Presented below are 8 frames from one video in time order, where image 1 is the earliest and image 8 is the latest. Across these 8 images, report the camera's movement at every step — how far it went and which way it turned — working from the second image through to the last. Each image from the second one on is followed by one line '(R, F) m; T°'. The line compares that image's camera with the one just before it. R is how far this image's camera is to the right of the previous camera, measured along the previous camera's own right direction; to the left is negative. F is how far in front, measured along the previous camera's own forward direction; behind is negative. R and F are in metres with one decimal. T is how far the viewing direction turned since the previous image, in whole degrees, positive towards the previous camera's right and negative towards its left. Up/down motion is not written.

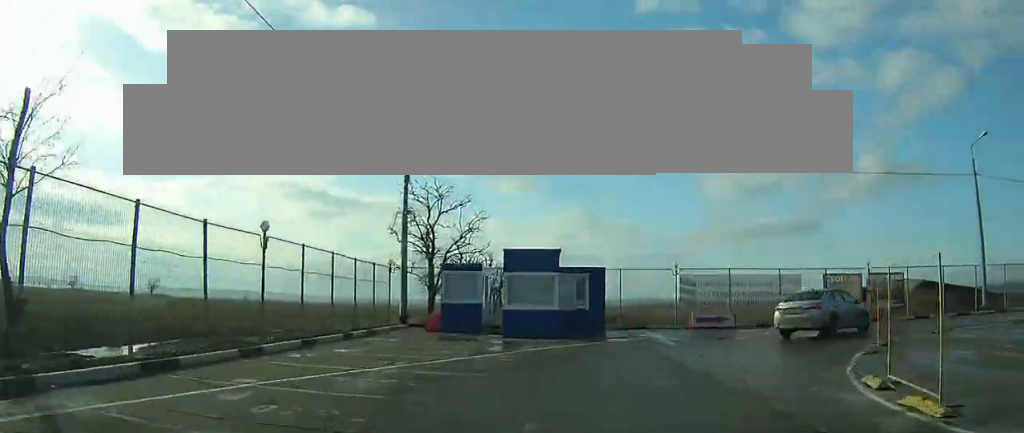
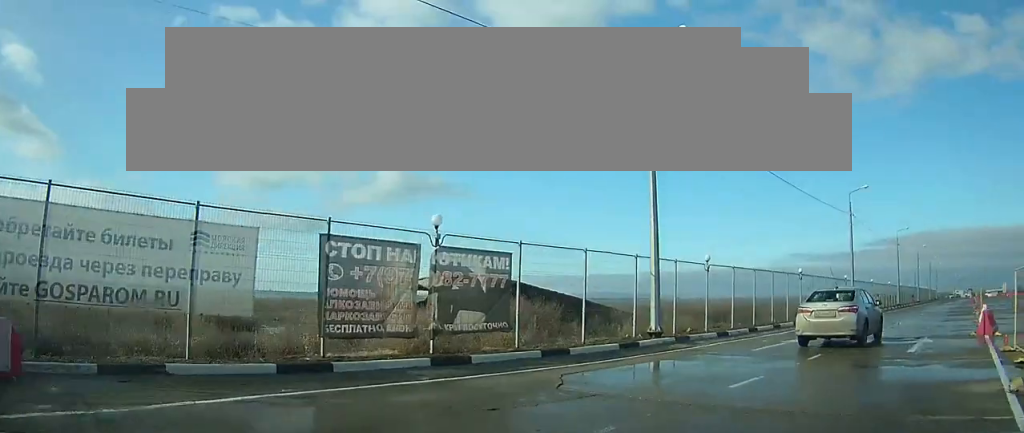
(+9.5, +12.6) m; +61°
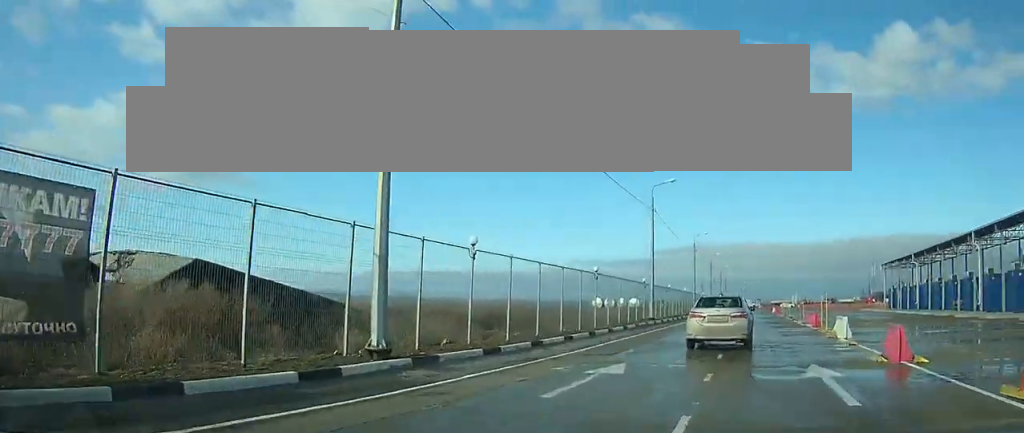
(+0.1, +8.8) m; +3°
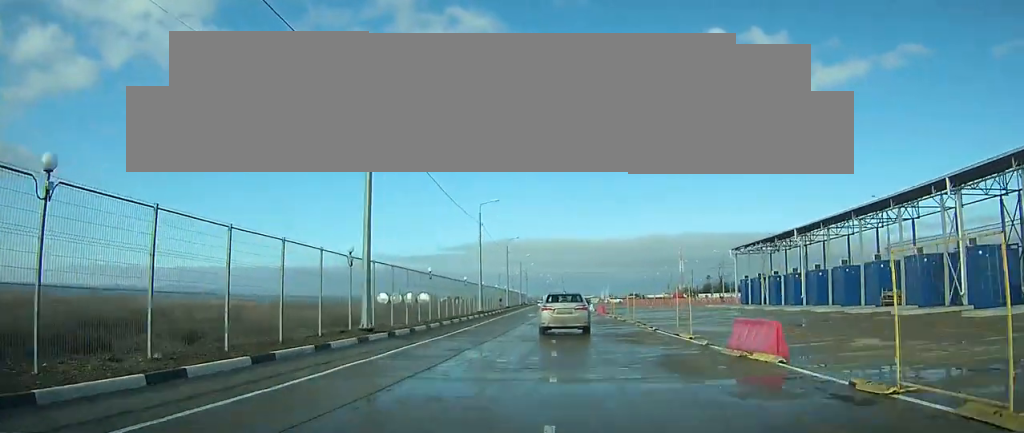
(+2.0, +23.8) m; +9°
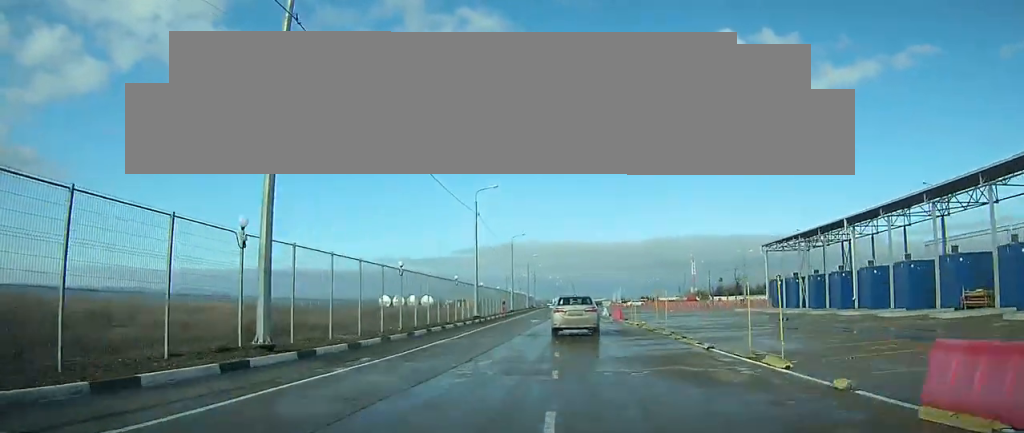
(+0.1, +7.7) m; +1°
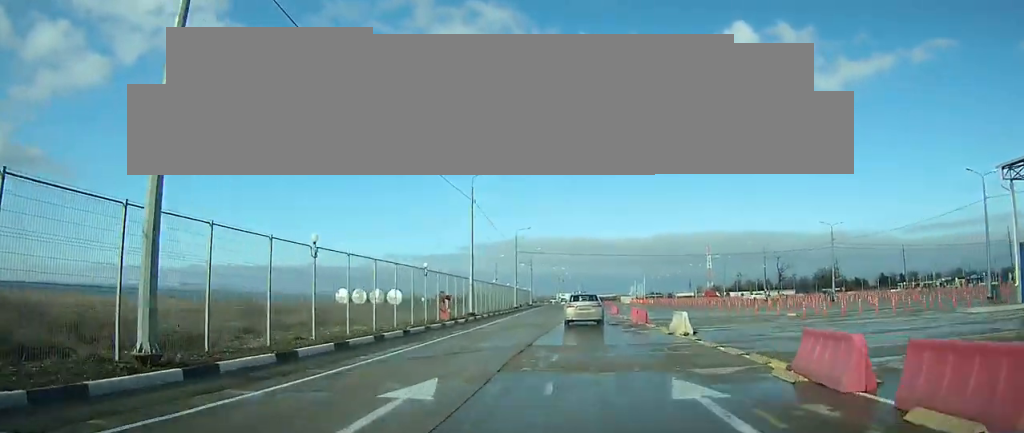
(+0.4, +35.0) m; +1°
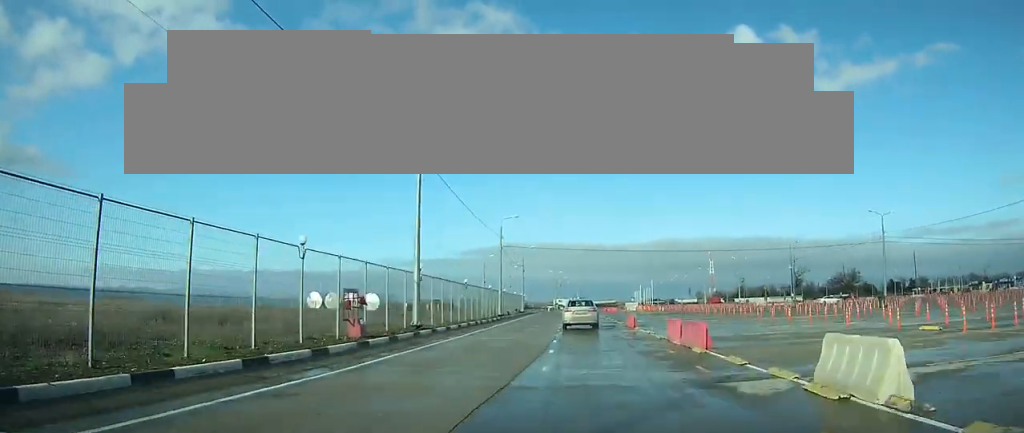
(0.0, +13.8) m; 0°
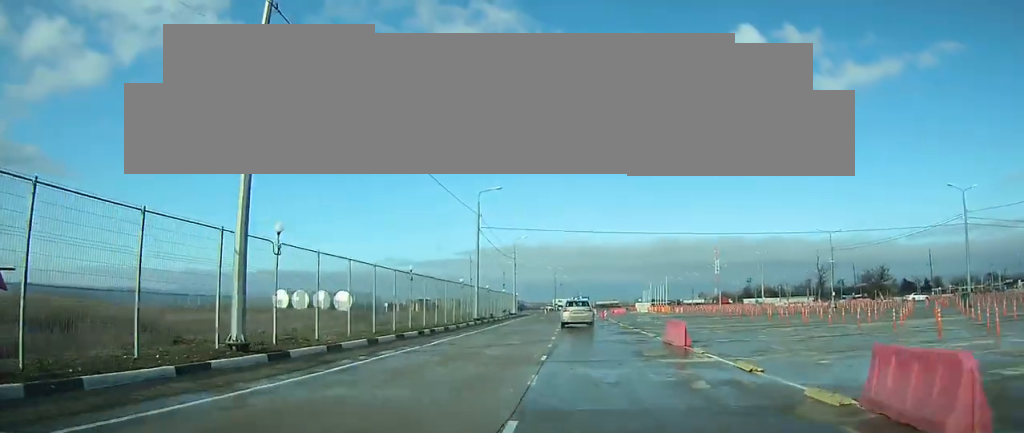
(0.0, +14.6) m; -1°
